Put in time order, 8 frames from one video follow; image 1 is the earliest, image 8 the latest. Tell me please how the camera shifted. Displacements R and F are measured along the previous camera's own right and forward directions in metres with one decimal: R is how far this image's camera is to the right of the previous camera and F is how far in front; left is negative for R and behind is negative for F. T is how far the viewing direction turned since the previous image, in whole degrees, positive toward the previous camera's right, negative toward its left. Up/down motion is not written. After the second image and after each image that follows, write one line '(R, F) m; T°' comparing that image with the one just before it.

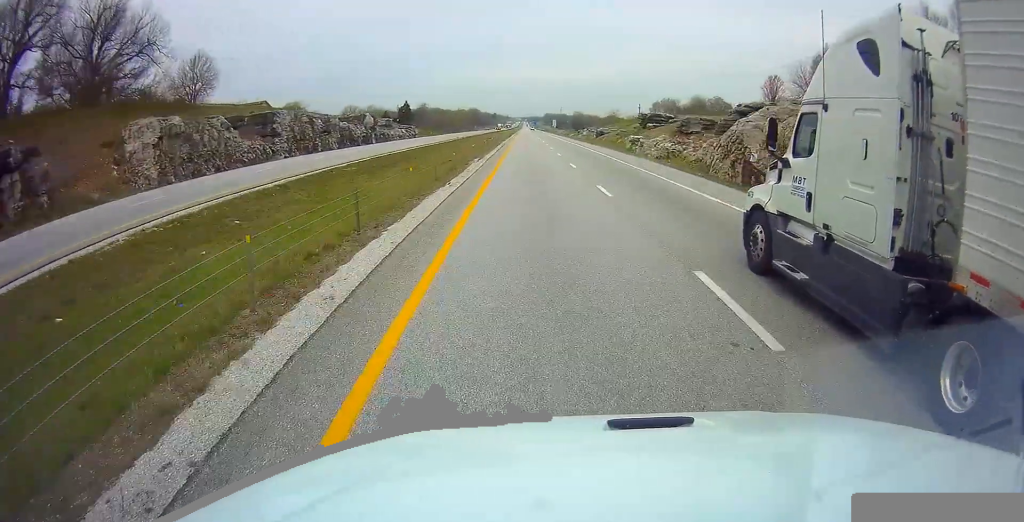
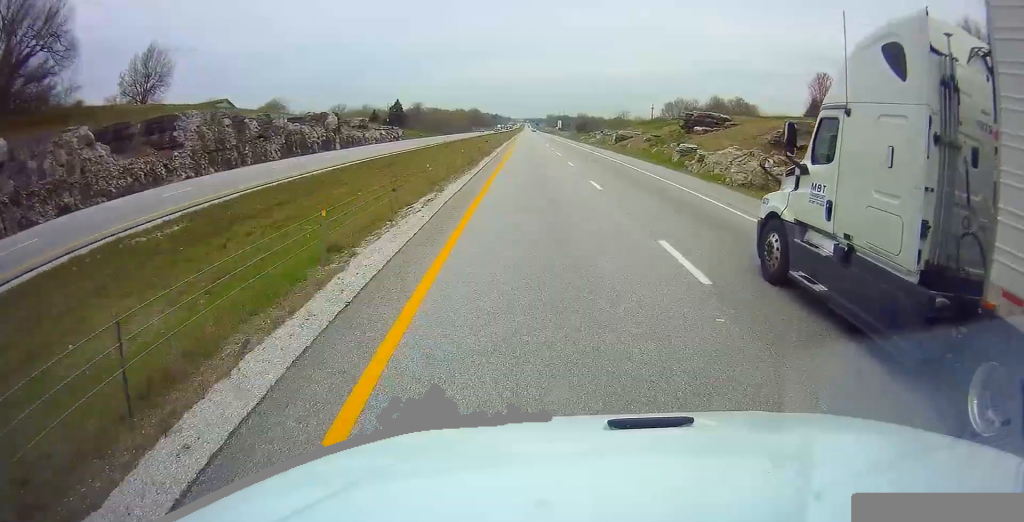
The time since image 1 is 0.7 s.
(0.0, +21.5) m; 0°
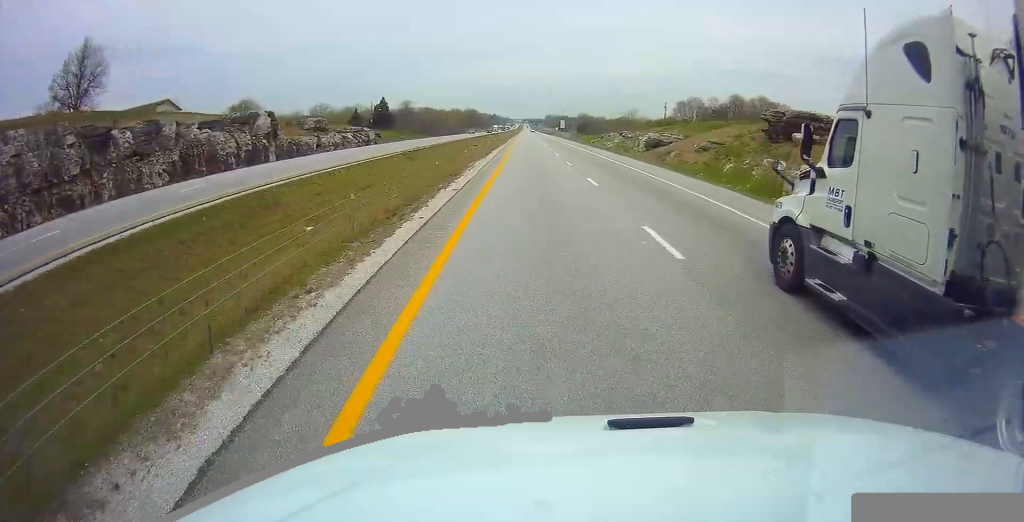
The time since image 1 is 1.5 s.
(0.0, +22.5) m; 0°
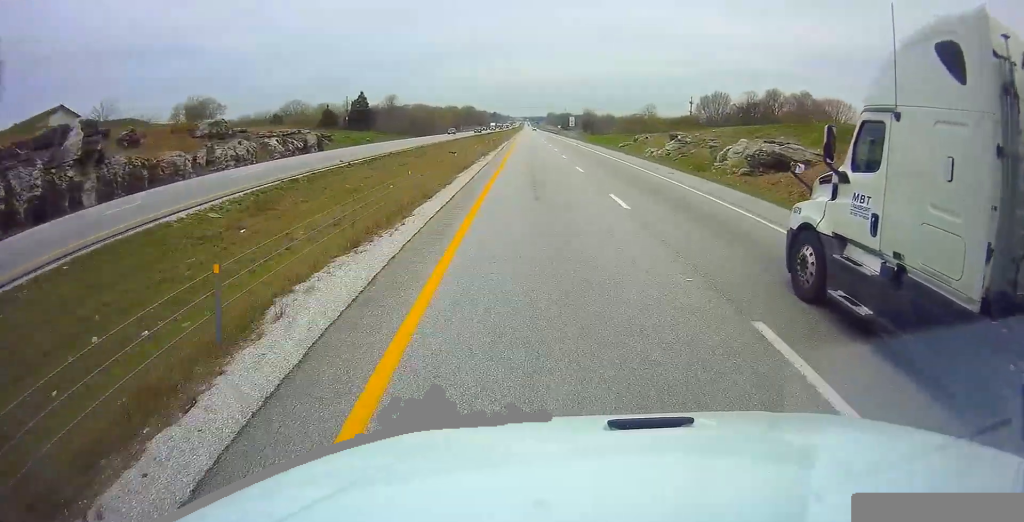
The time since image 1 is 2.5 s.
(0.0, +30.3) m; 0°
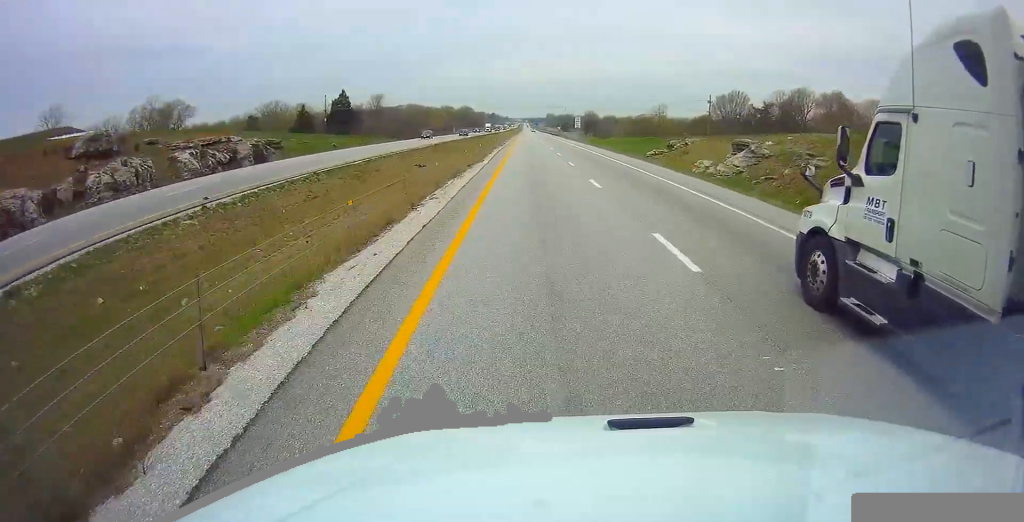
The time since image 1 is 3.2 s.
(+0.1, +18.6) m; 0°
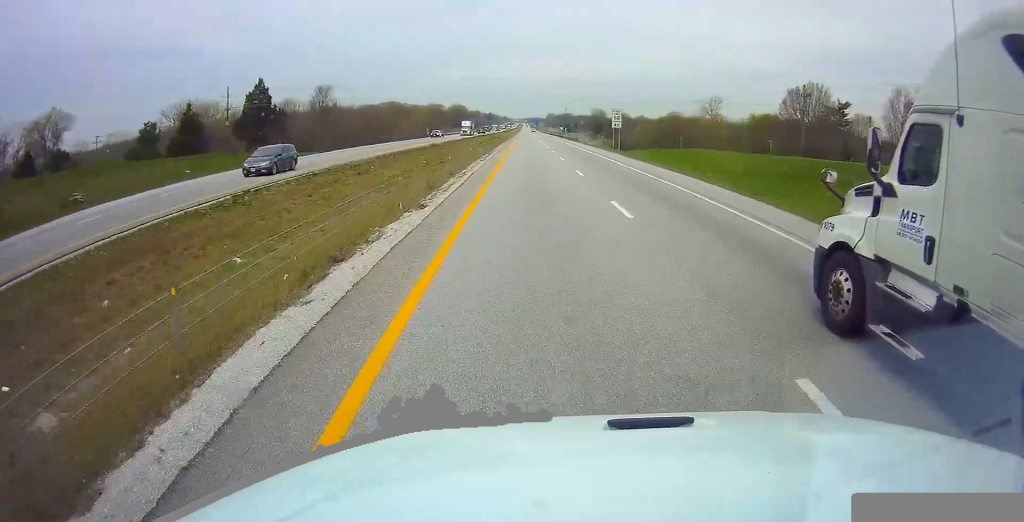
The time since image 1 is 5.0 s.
(-0.4, +54.9) m; 0°
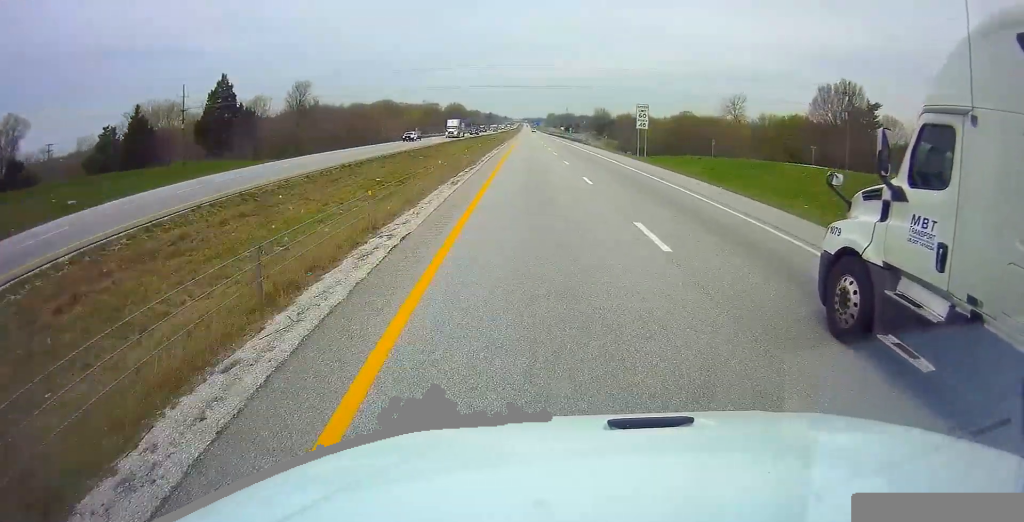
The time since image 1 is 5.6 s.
(+0.1, +15.7) m; 0°
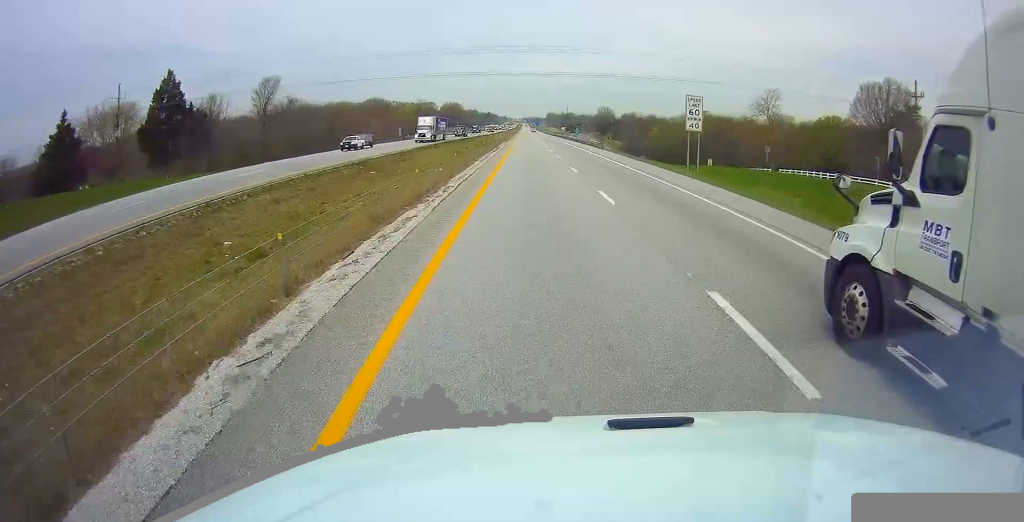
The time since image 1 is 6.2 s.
(+0.1, +17.7) m; 0°
